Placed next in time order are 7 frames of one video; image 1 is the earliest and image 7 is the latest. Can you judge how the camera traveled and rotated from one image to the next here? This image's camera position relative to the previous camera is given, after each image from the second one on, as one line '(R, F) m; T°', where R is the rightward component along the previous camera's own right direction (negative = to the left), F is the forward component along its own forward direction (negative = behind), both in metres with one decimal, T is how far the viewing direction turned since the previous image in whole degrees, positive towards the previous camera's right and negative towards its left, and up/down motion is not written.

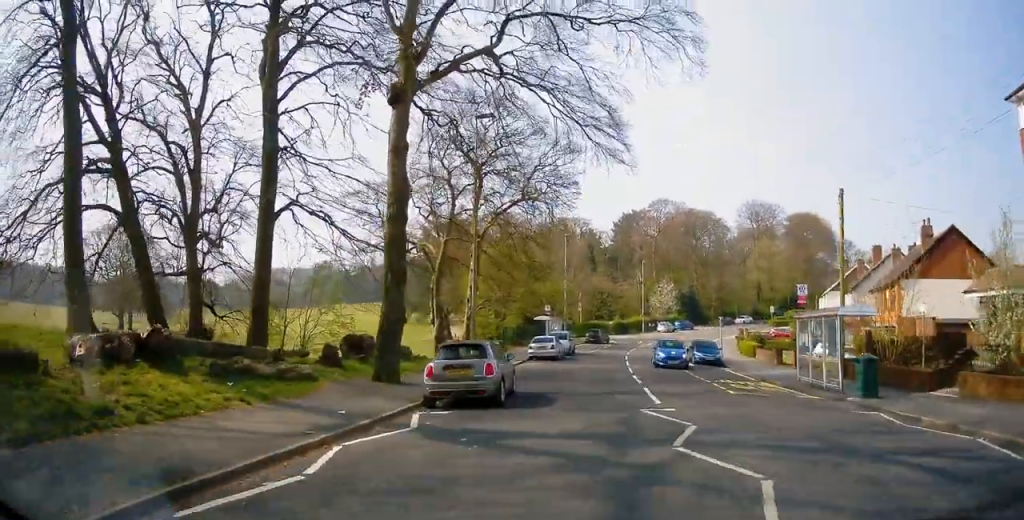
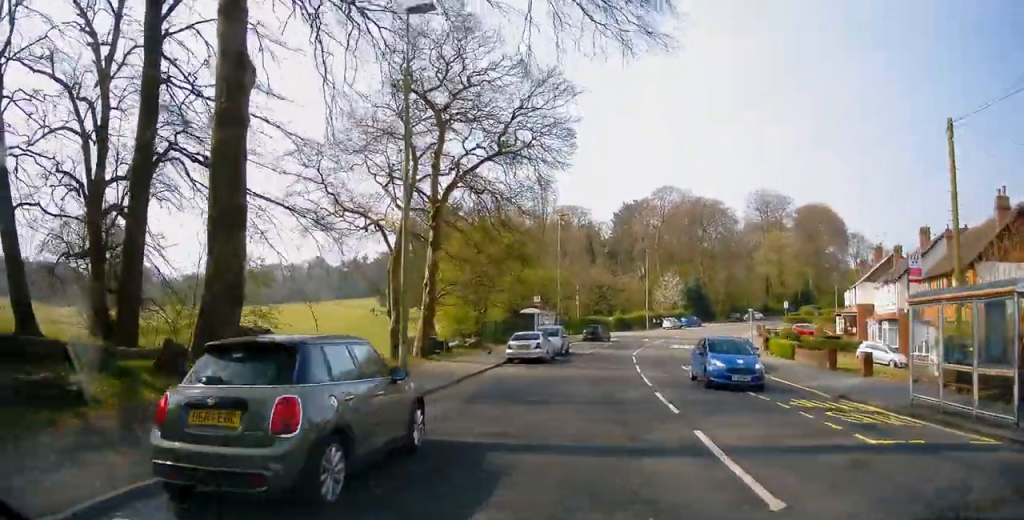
(+0.1, +8.5) m; -1°
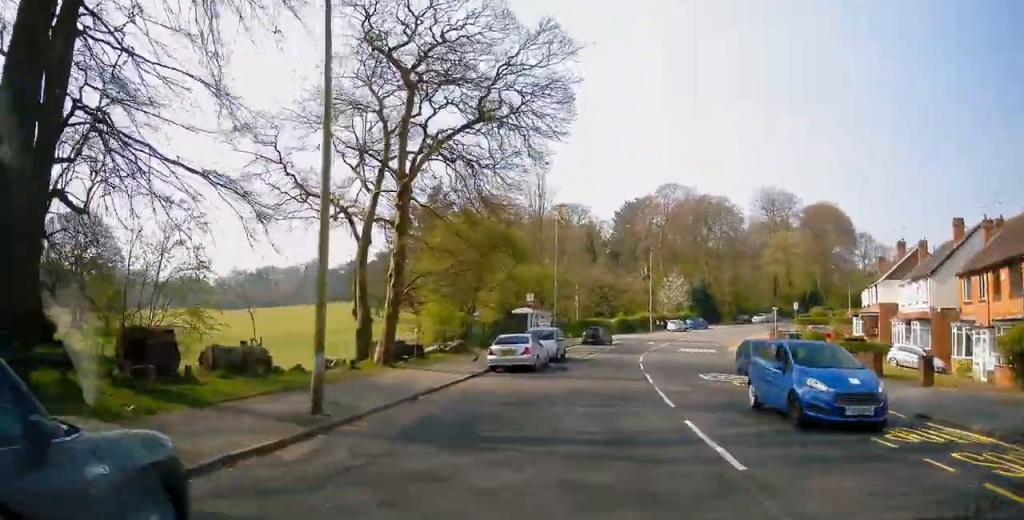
(-0.1, +4.7) m; 0°
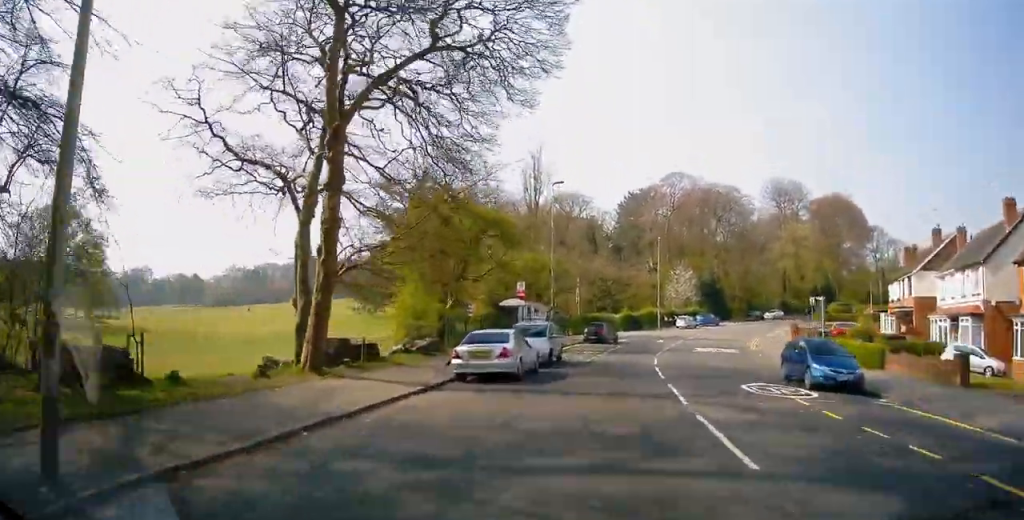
(-0.1, +5.6) m; 0°
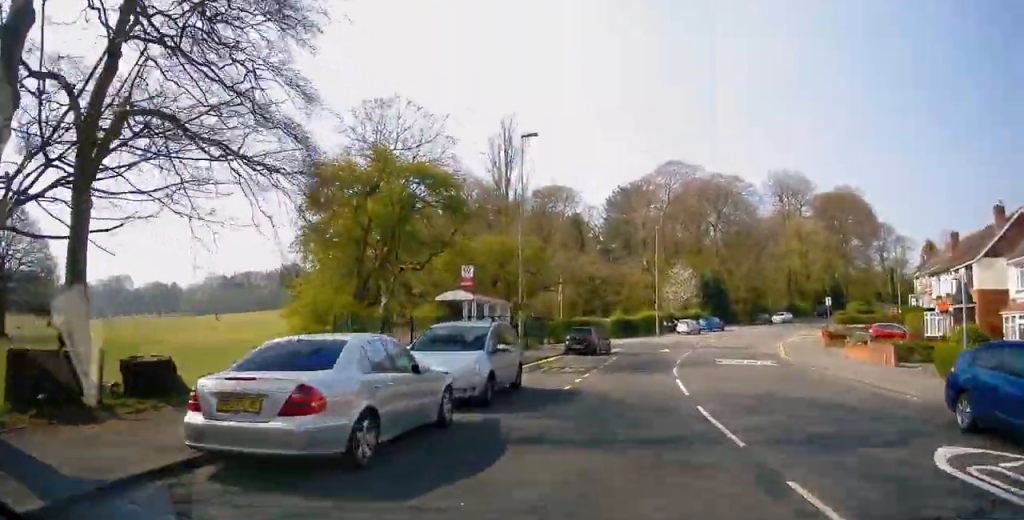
(+0.1, +9.7) m; +1°
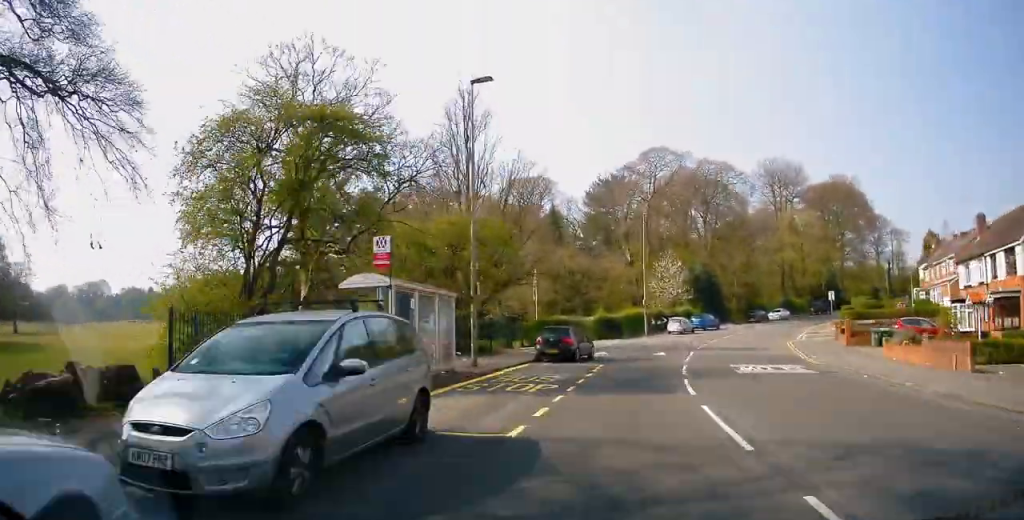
(+0.1, +6.1) m; +1°
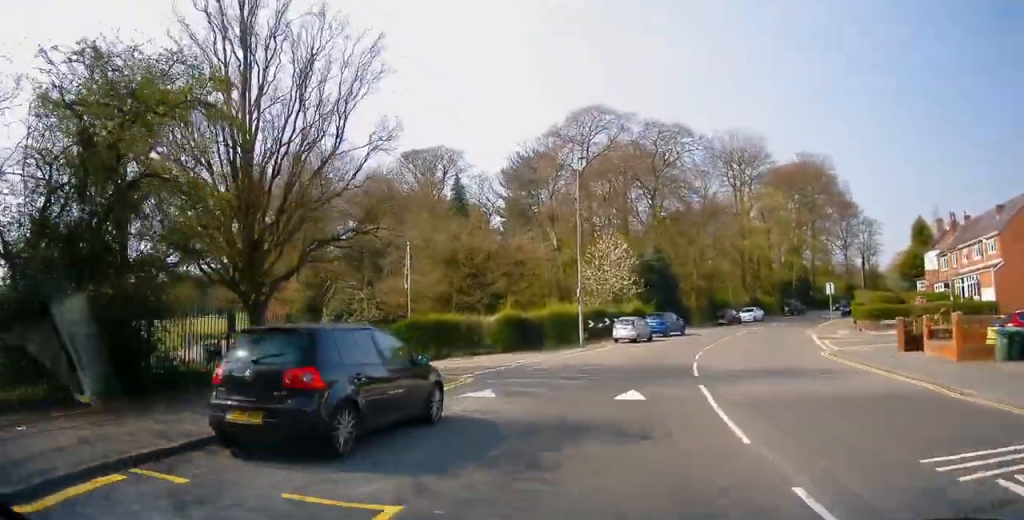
(-0.1, +16.2) m; 0°
